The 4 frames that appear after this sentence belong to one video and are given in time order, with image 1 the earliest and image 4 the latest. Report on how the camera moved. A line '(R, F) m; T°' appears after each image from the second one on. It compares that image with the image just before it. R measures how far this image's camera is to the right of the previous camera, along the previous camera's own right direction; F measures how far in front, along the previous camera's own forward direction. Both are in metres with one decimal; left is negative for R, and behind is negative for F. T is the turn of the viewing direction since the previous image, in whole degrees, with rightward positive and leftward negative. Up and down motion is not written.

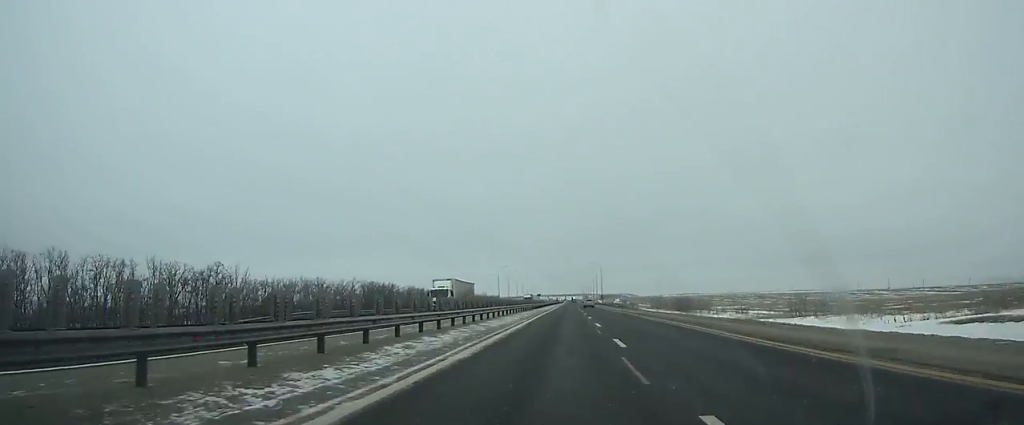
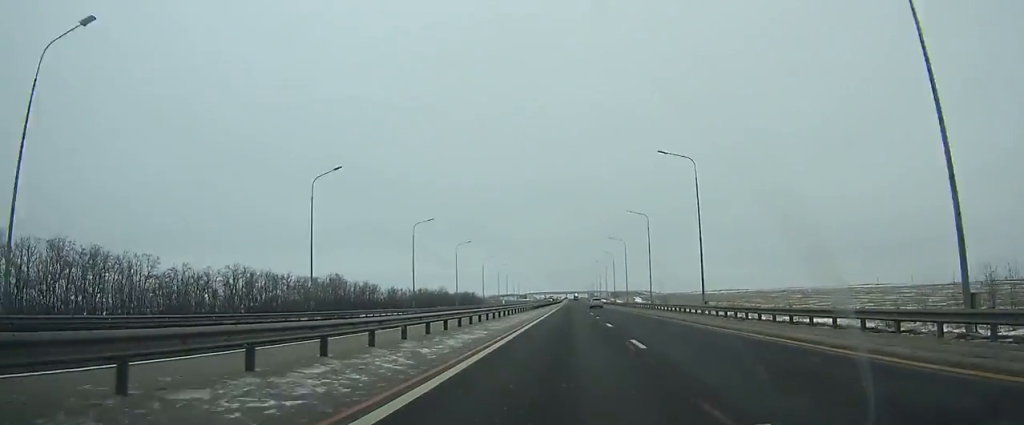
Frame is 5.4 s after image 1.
(-0.4, +158.3) m; 0°
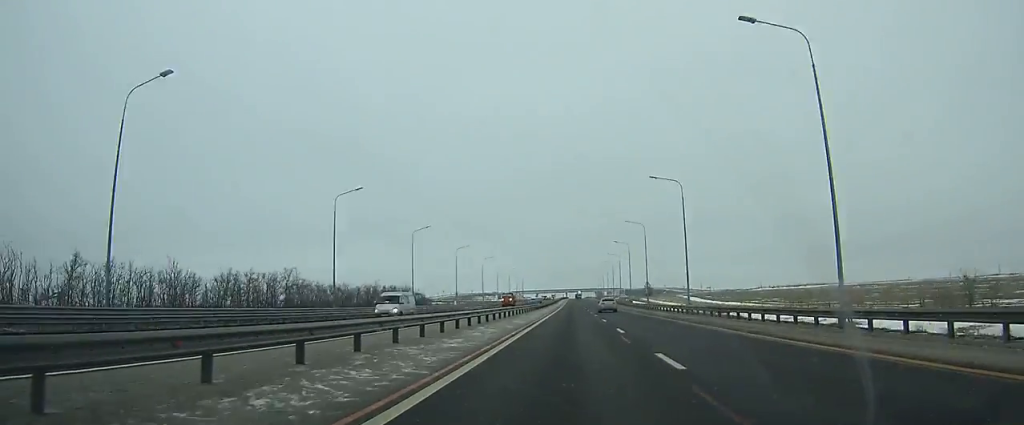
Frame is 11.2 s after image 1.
(+0.4, +177.1) m; 0°
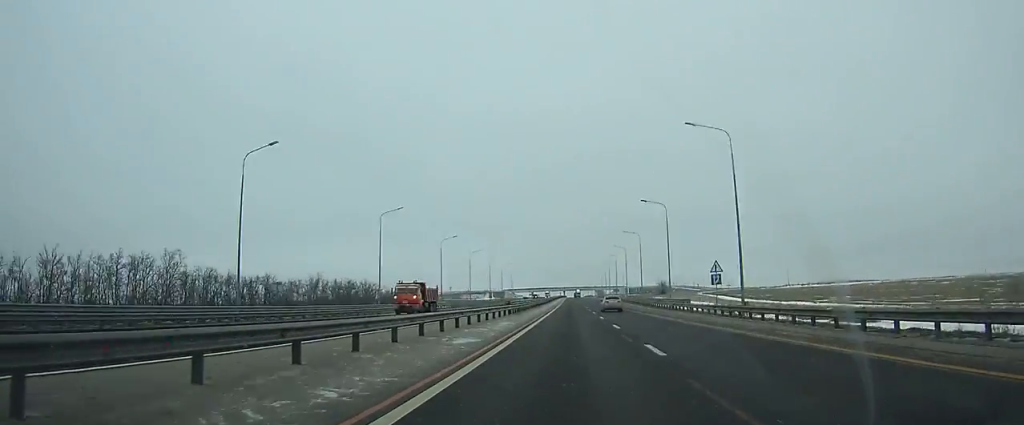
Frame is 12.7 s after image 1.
(0.0, +46.8) m; 0°
